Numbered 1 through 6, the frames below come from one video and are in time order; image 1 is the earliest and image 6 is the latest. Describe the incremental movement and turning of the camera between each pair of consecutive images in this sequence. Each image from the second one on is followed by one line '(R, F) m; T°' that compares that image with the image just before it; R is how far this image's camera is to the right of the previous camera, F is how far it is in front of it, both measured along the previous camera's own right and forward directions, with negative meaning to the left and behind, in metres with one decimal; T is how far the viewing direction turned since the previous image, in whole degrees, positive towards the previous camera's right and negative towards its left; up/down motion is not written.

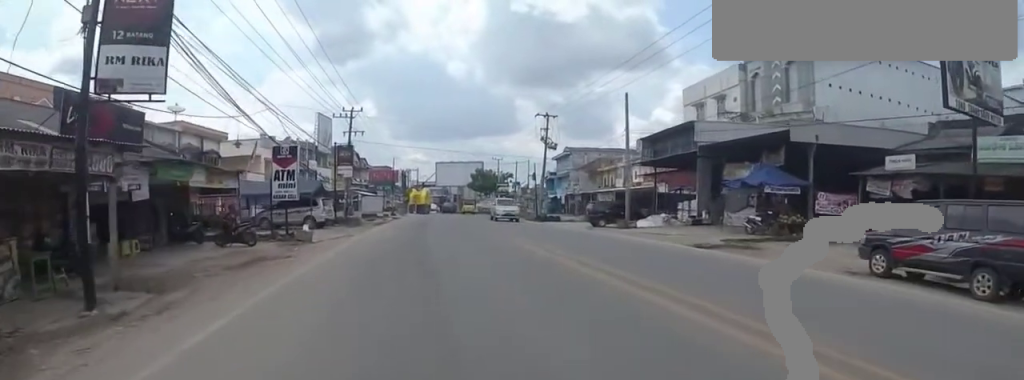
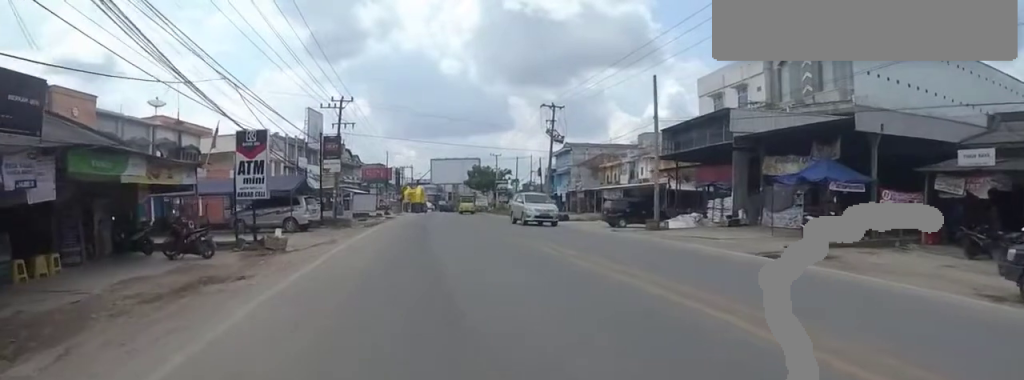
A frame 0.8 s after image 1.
(0.0, +3.5) m; 0°
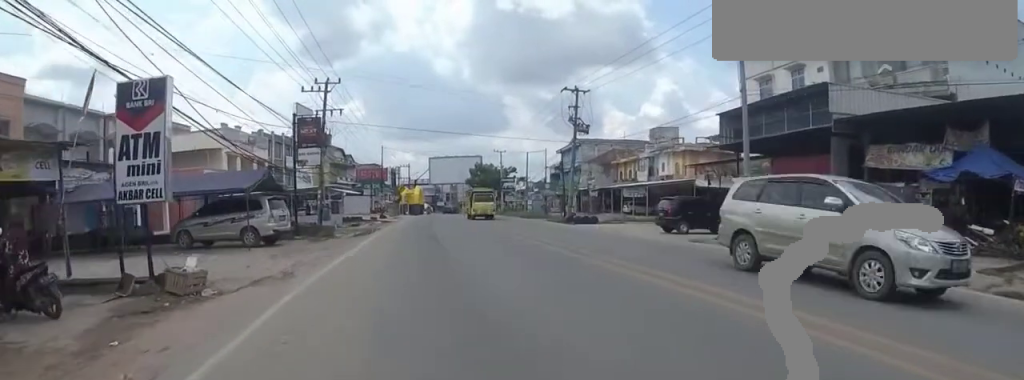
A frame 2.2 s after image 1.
(0.0, +6.9) m; 0°
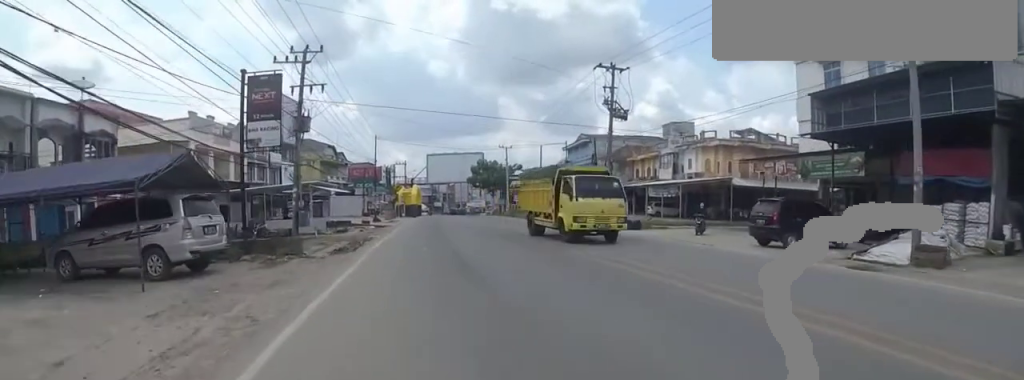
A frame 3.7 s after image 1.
(0.0, +7.9) m; 0°
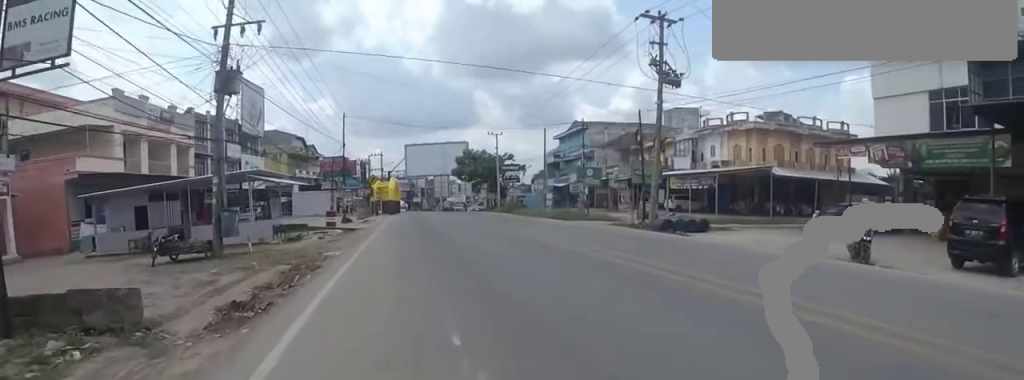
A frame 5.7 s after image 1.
(-0.3, +10.6) m; -13°
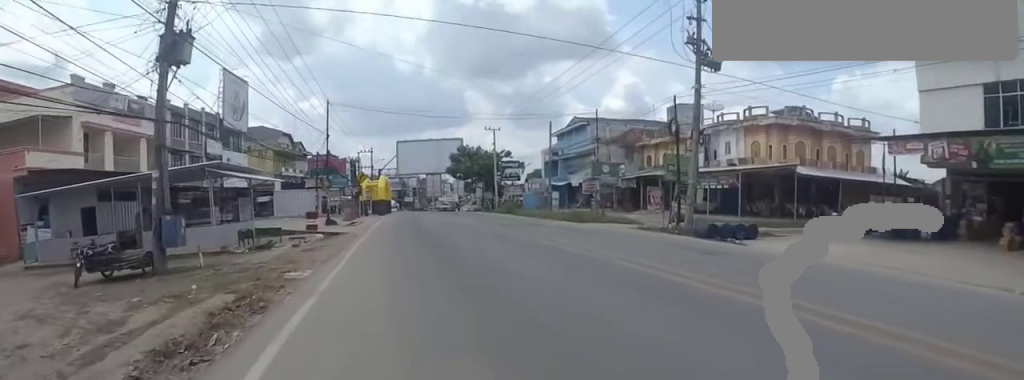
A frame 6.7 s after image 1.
(-1.1, +5.0) m; +3°
